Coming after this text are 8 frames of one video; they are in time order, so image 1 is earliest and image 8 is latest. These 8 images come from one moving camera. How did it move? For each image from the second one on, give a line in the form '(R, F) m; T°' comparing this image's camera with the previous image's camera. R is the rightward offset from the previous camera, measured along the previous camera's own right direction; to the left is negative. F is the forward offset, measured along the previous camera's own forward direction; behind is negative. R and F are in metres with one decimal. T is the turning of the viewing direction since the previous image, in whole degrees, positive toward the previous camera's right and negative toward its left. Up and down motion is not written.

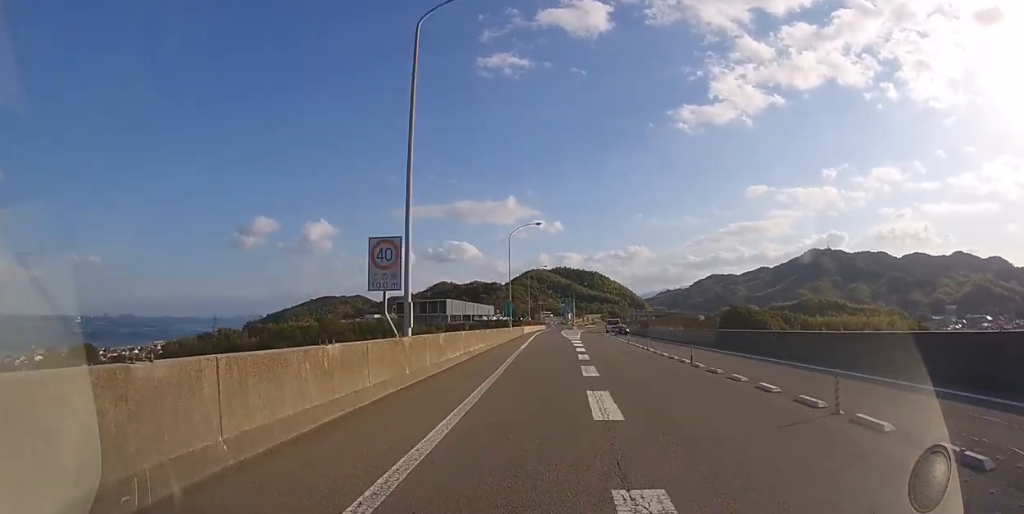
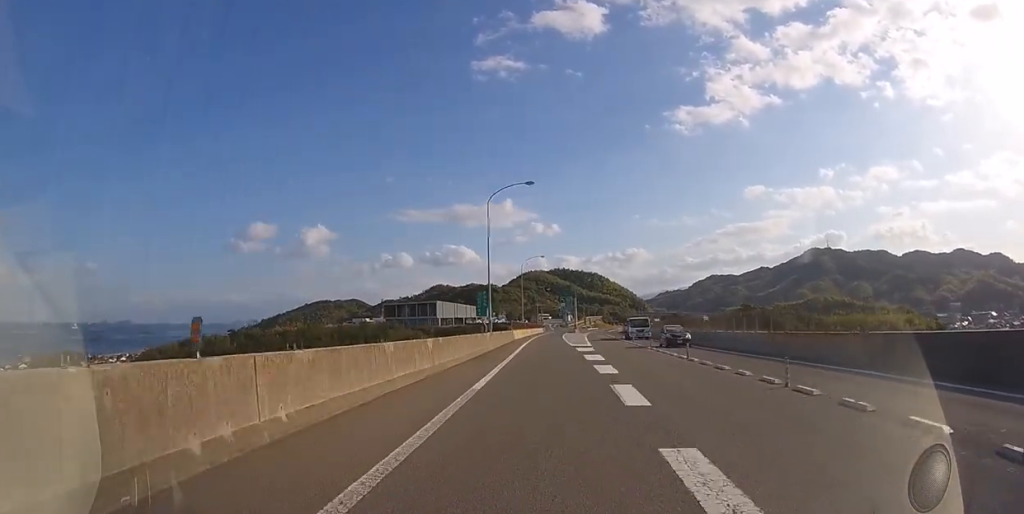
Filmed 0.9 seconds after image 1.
(0.0, +17.3) m; 0°
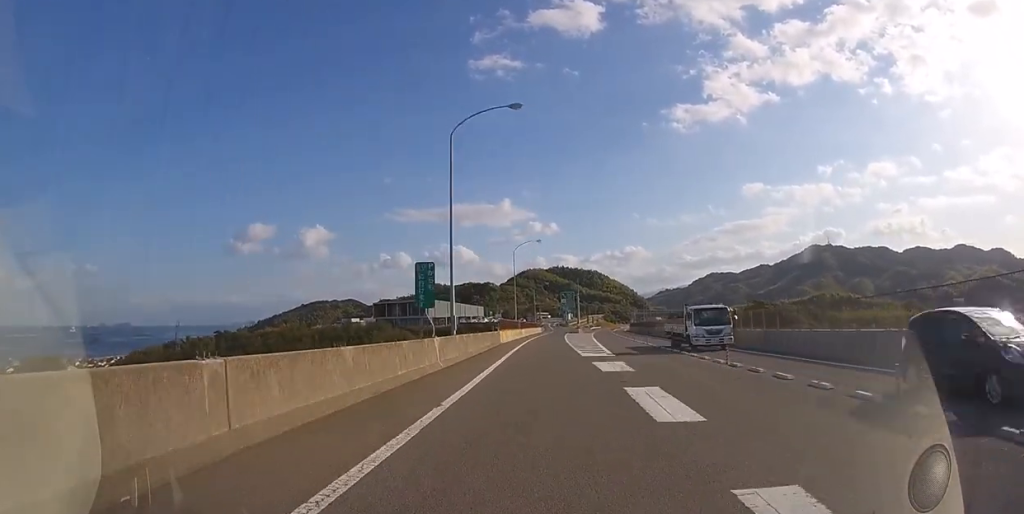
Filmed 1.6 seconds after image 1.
(0.0, +13.8) m; 0°
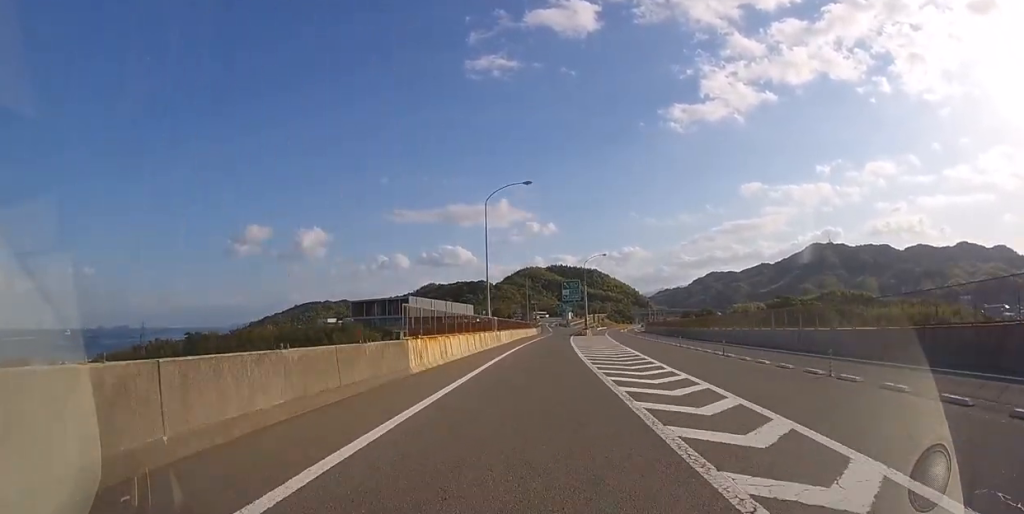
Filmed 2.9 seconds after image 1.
(+0.1, +25.9) m; 0°
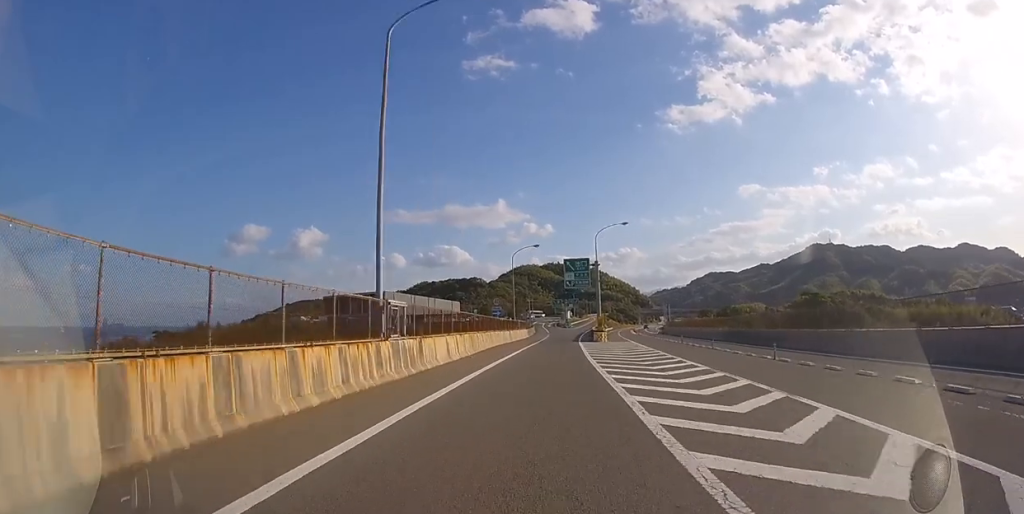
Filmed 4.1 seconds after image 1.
(+0.1, +22.8) m; 0°
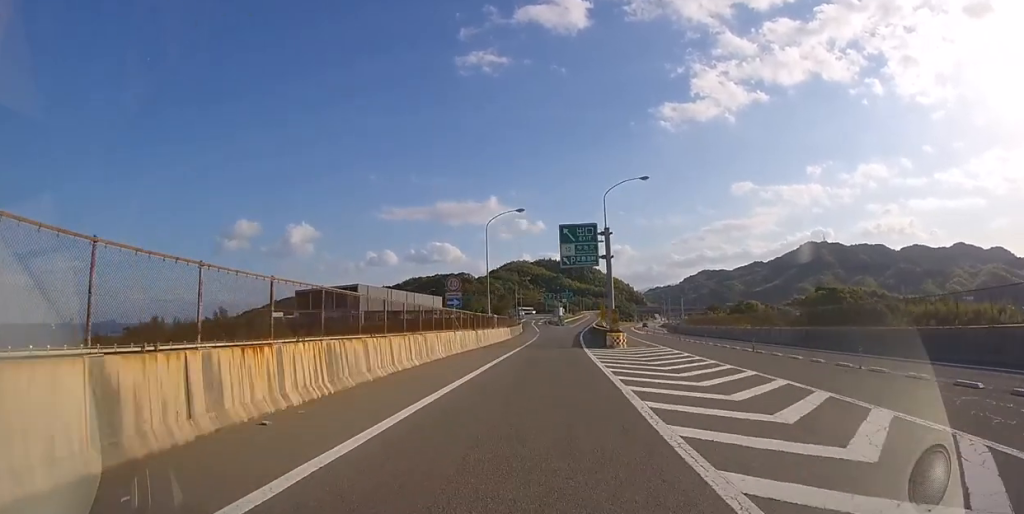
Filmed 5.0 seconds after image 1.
(0.0, +16.3) m; 0°
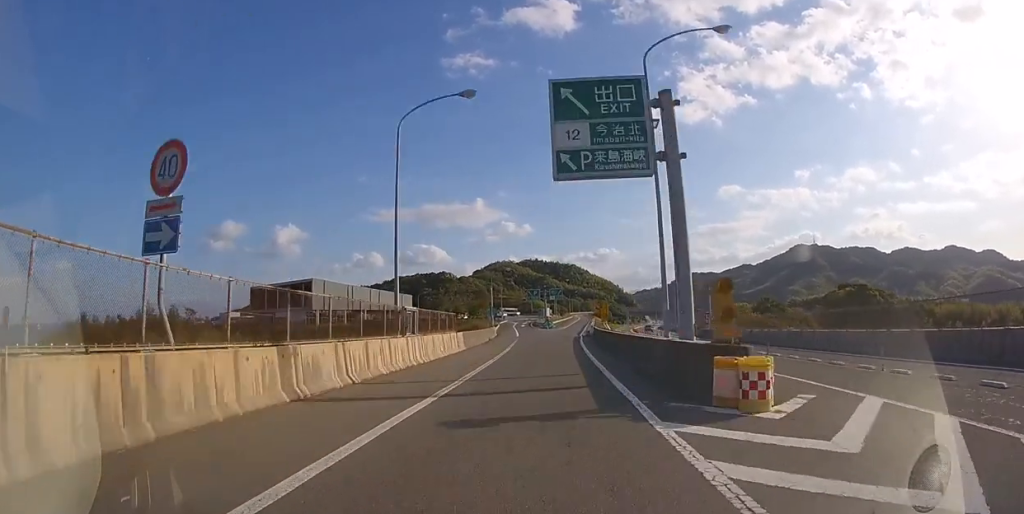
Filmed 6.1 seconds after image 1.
(+0.2, +20.6) m; +1°
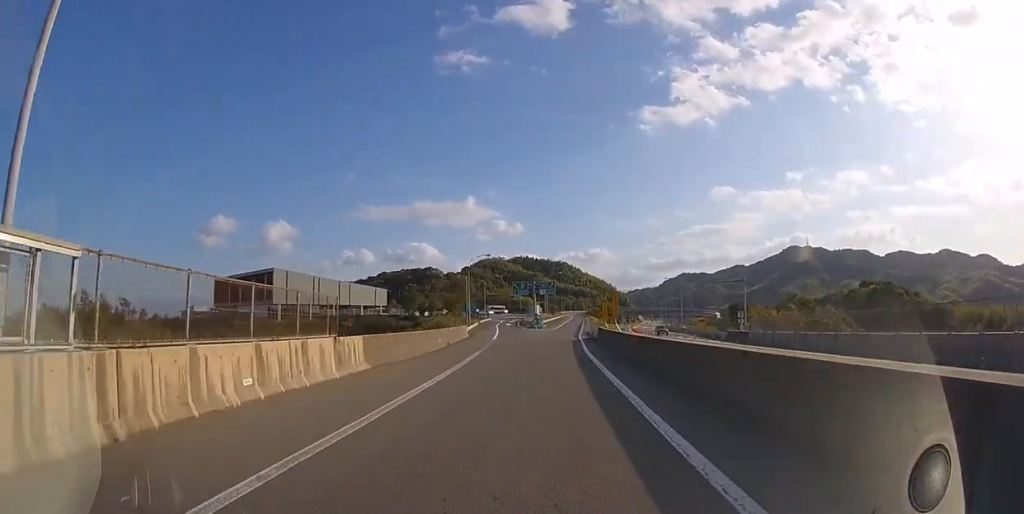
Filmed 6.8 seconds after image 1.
(+0.1, +14.4) m; +1°
